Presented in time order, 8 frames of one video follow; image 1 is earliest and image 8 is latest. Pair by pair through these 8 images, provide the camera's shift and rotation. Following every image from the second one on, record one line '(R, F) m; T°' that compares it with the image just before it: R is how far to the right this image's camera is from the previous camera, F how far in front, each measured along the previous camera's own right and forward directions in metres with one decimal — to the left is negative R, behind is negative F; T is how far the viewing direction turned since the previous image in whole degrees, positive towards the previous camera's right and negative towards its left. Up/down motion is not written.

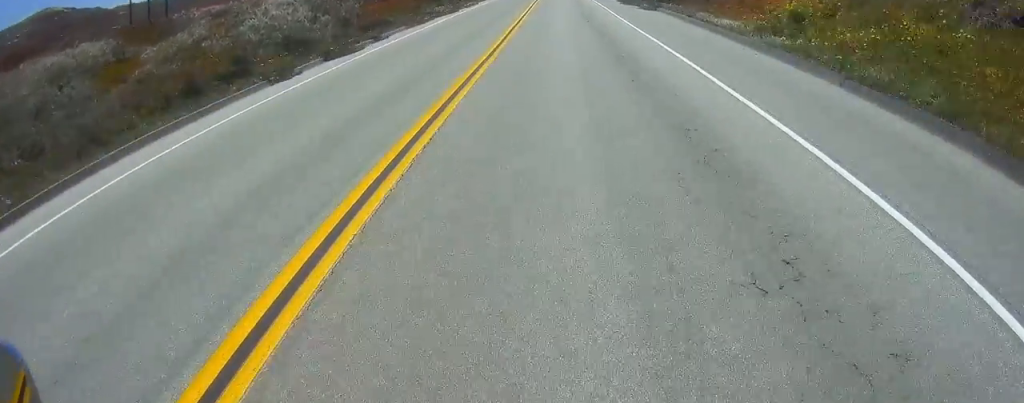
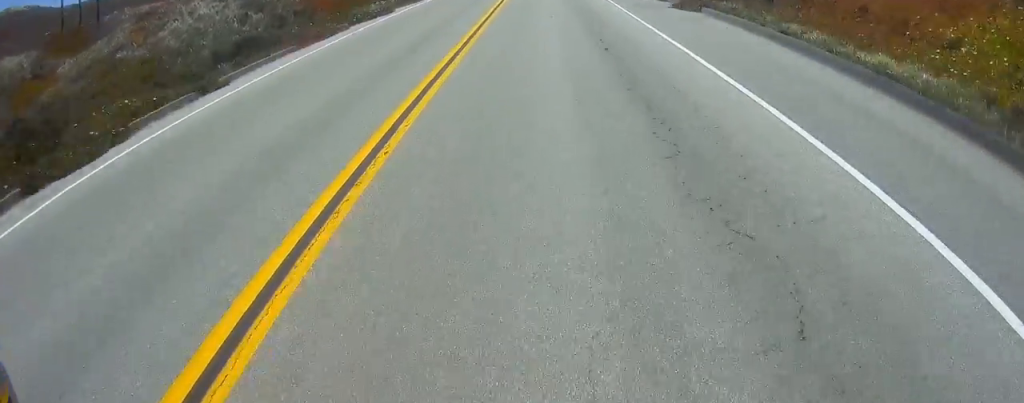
(0.0, +13.7) m; +1°
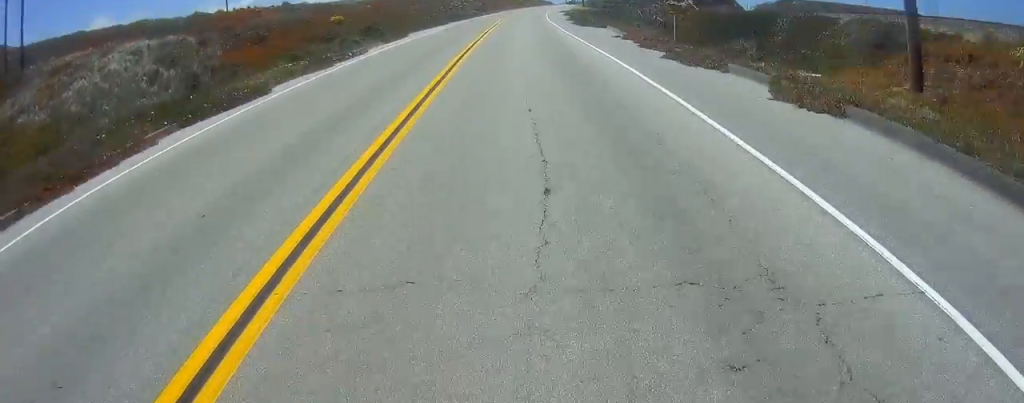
(-0.2, +12.1) m; +1°
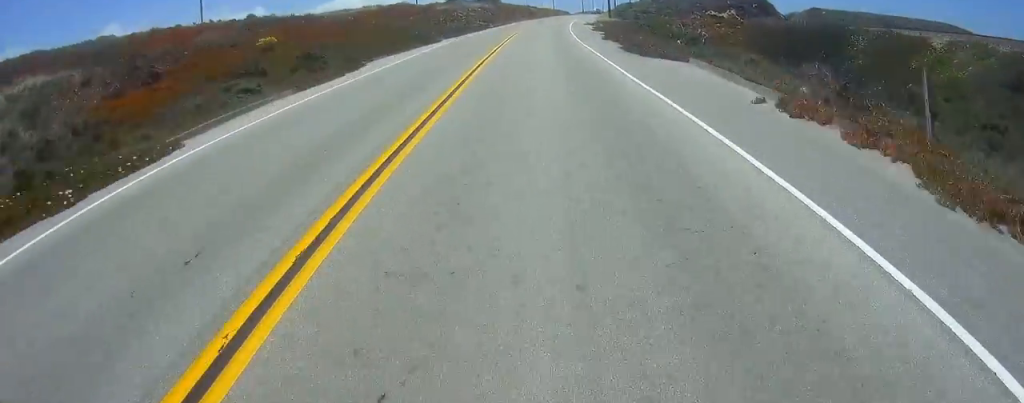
(+0.6, +18.2) m; +2°
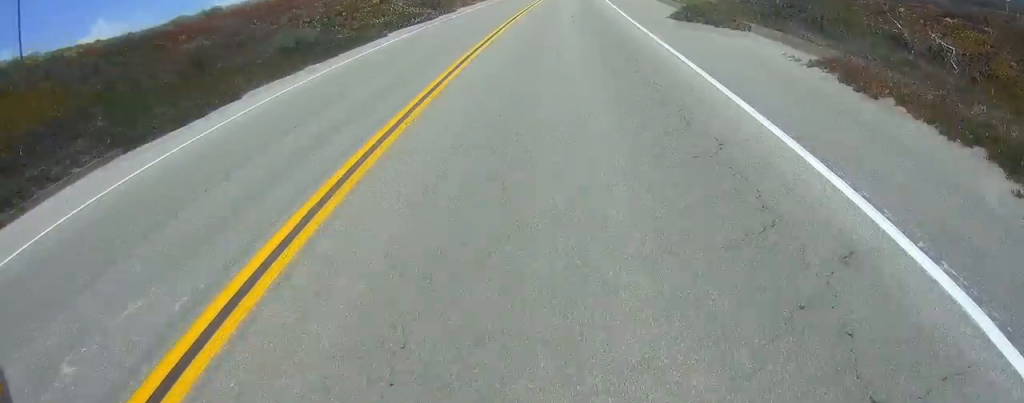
(+1.1, +52.4) m; +1°
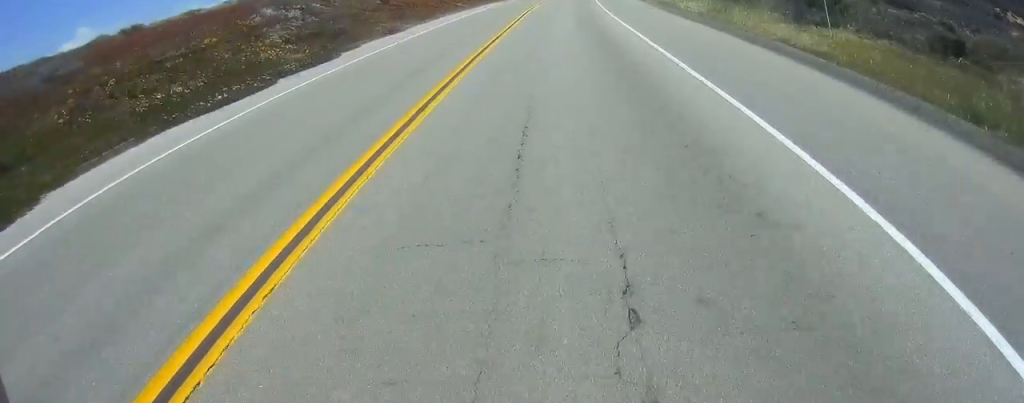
(0.0, +22.3) m; 0°
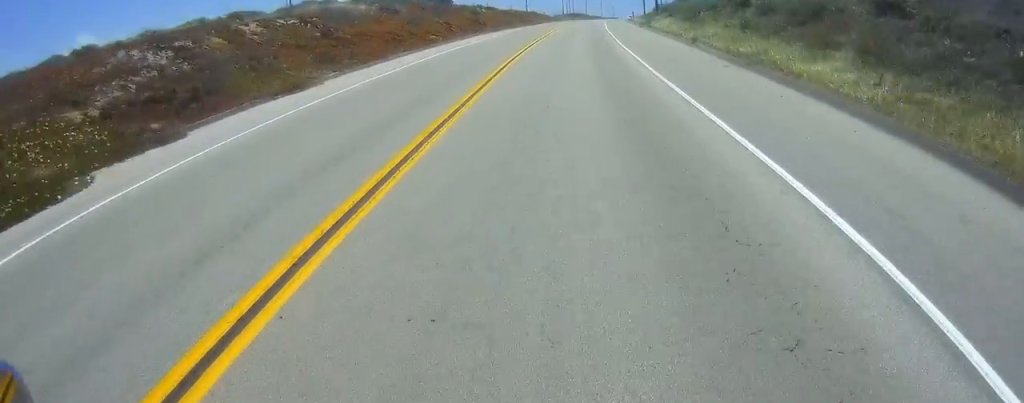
(0.0, +13.1) m; 0°
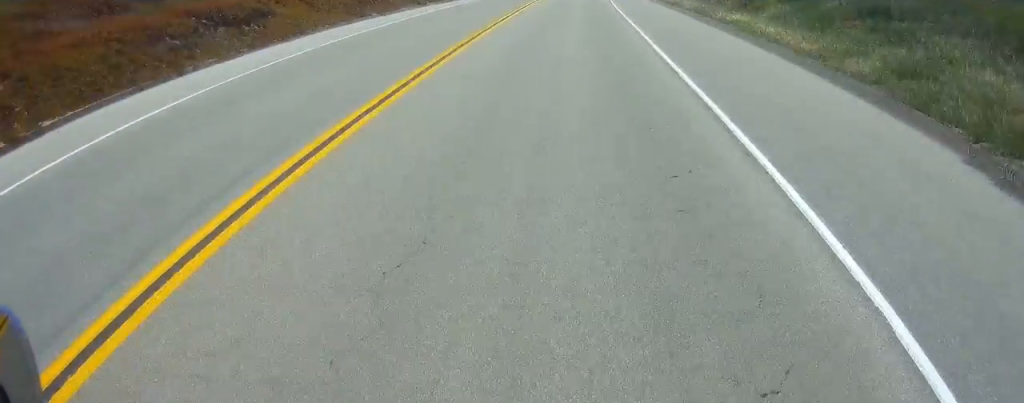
(0.0, +46.6) m; 0°
